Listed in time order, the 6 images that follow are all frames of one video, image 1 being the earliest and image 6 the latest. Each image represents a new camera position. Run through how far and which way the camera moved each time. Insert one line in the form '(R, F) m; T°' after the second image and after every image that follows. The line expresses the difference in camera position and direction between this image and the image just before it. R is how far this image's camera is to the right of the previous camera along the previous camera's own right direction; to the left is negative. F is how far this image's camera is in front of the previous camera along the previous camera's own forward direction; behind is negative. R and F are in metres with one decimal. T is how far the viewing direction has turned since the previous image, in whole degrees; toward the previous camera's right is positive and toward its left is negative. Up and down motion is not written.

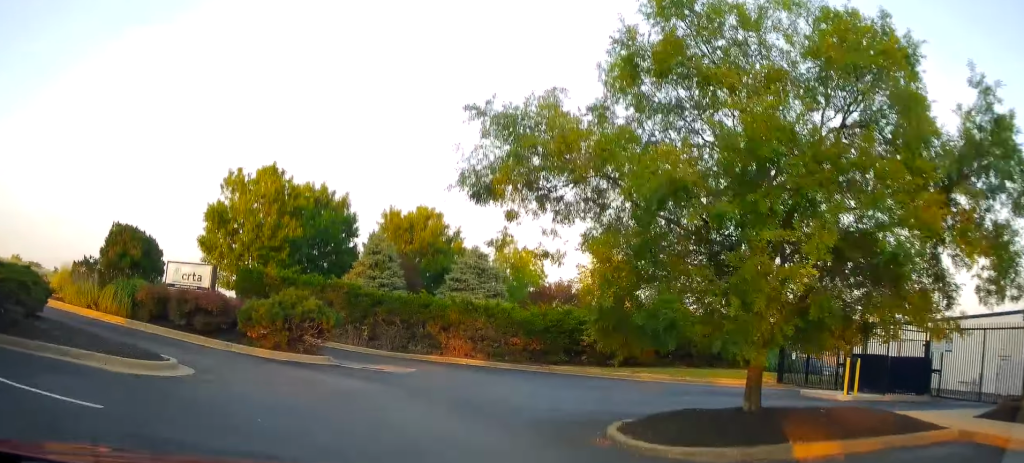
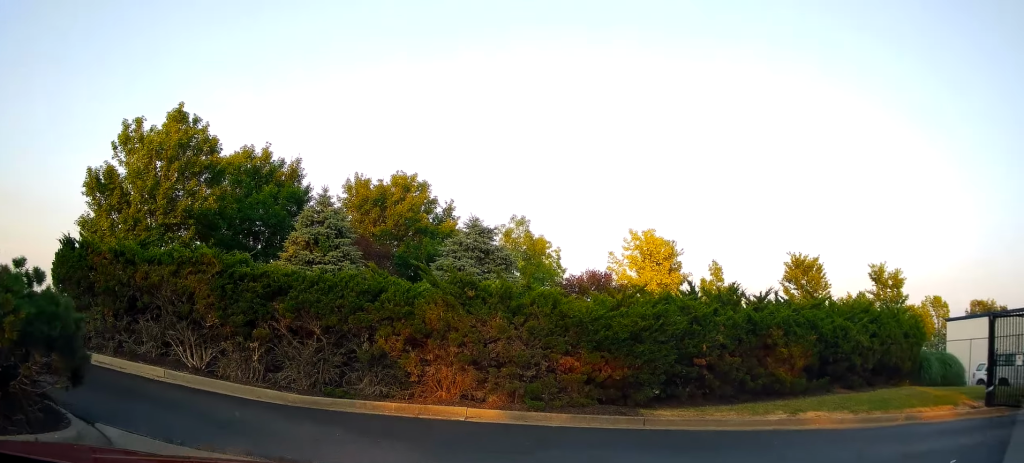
(-1.3, +14.4) m; -10°
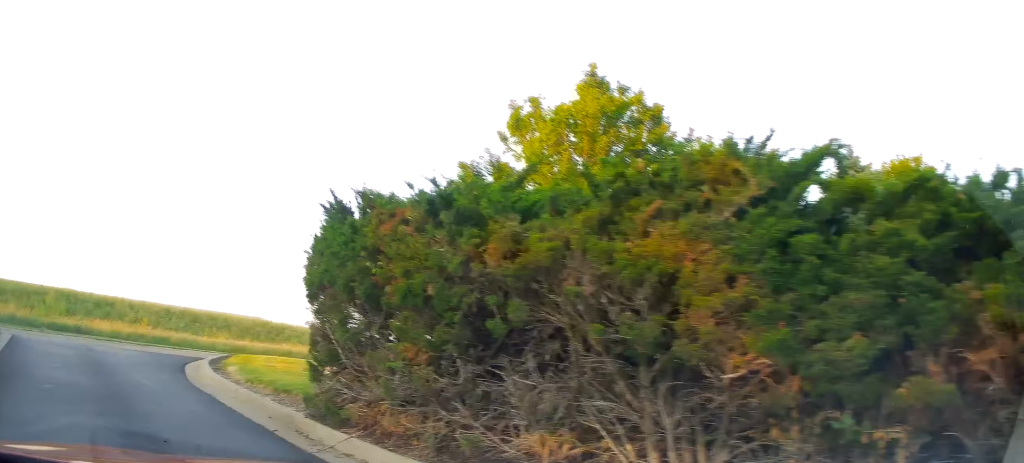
(-2.0, +9.8) m; -25°
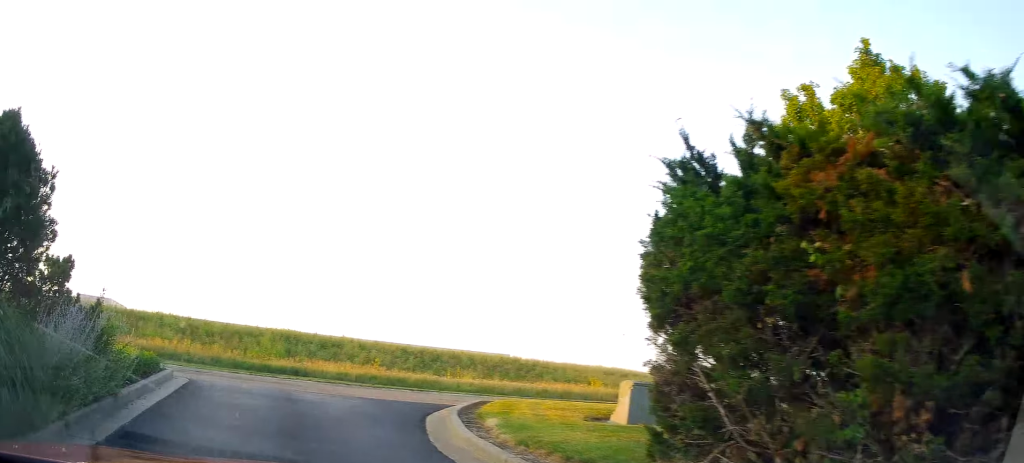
(-0.4, +5.3) m; -26°
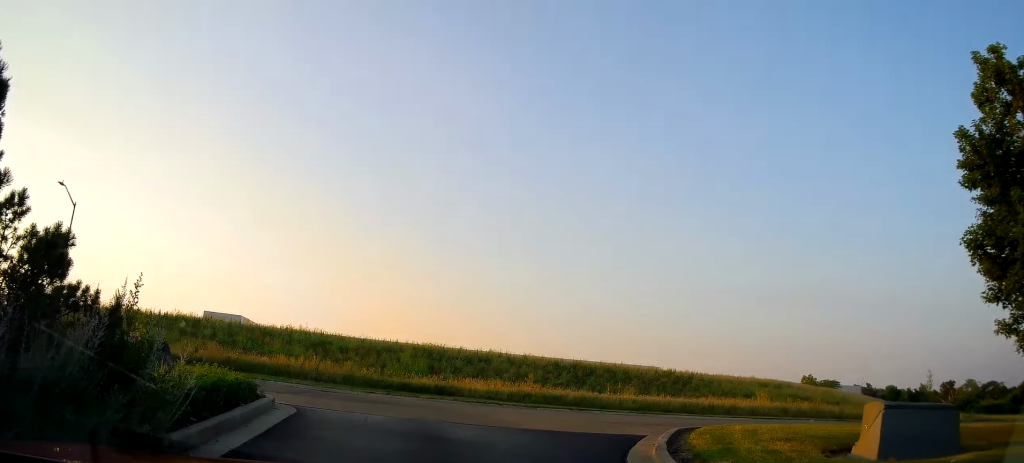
(+0.1, +4.0) m; -57°
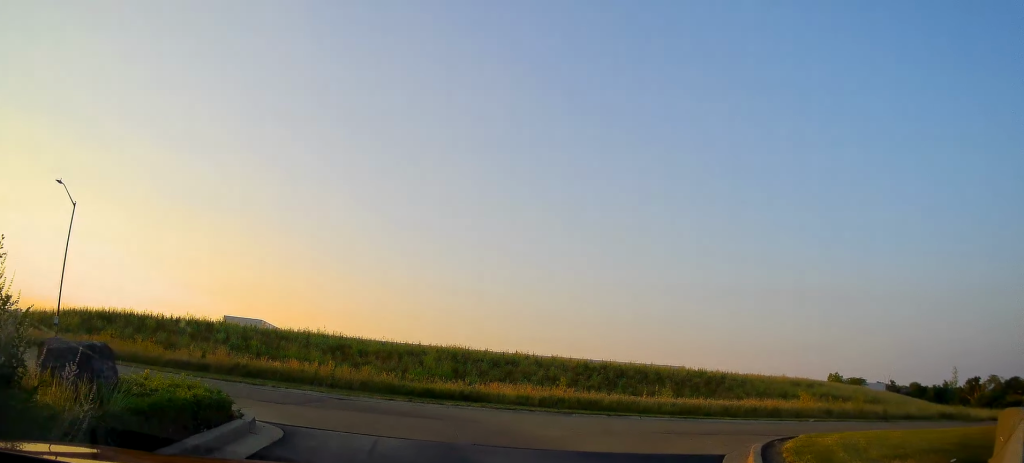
(-4.2, +1.4) m; -26°
